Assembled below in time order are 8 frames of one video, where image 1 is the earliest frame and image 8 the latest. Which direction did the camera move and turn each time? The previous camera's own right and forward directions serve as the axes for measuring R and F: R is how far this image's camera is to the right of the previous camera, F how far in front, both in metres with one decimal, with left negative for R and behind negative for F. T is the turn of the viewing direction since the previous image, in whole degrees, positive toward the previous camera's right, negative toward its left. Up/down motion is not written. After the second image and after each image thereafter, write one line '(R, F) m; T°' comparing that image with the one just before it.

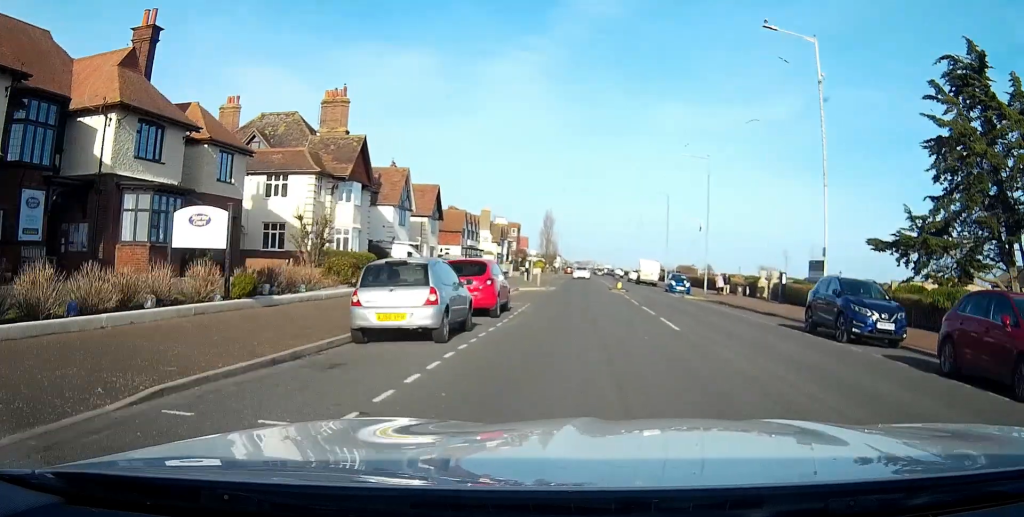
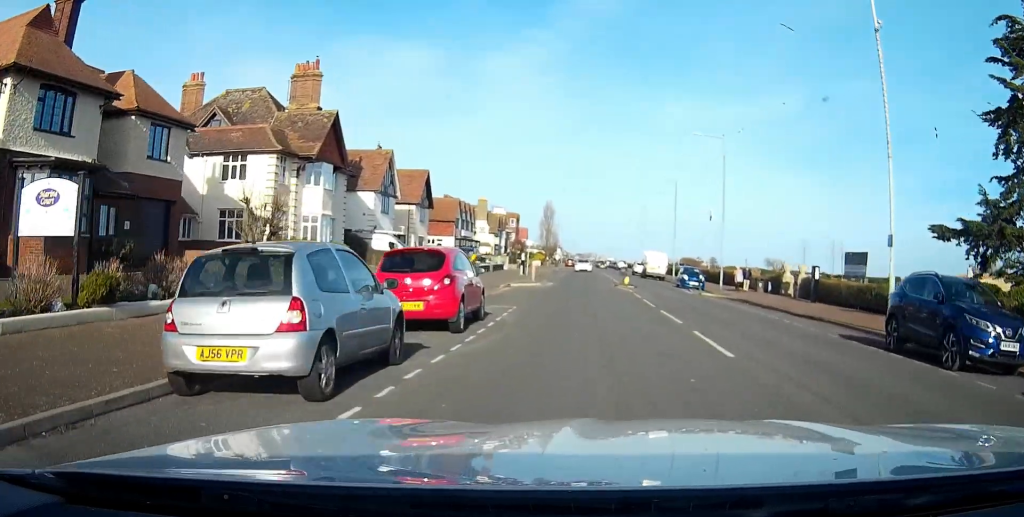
(0.0, +5.7) m; 0°
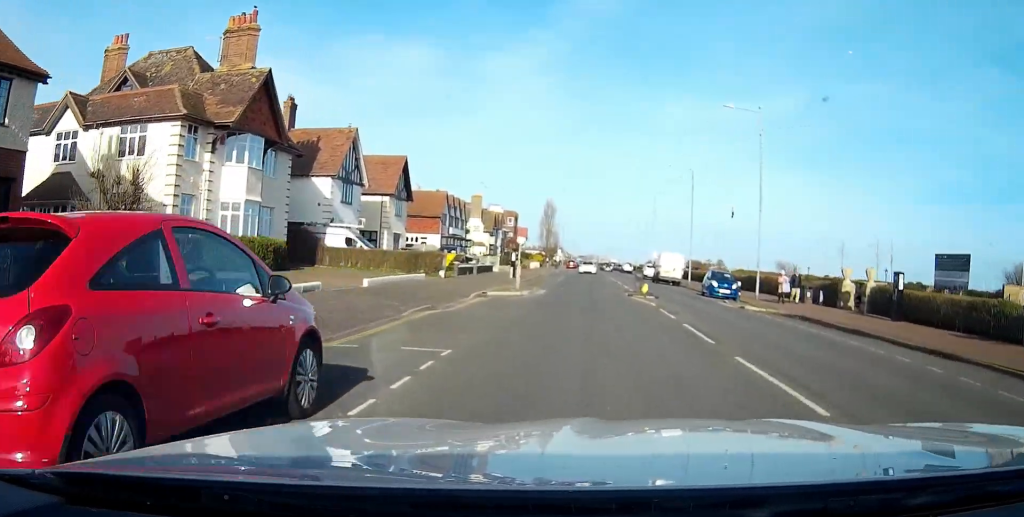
(0.0, +9.8) m; 0°
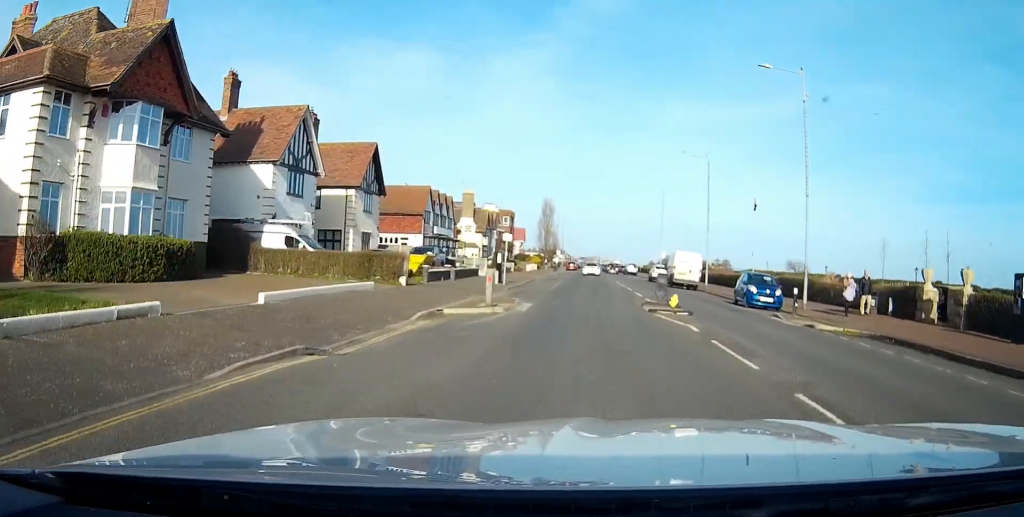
(+0.1, +8.5) m; 0°
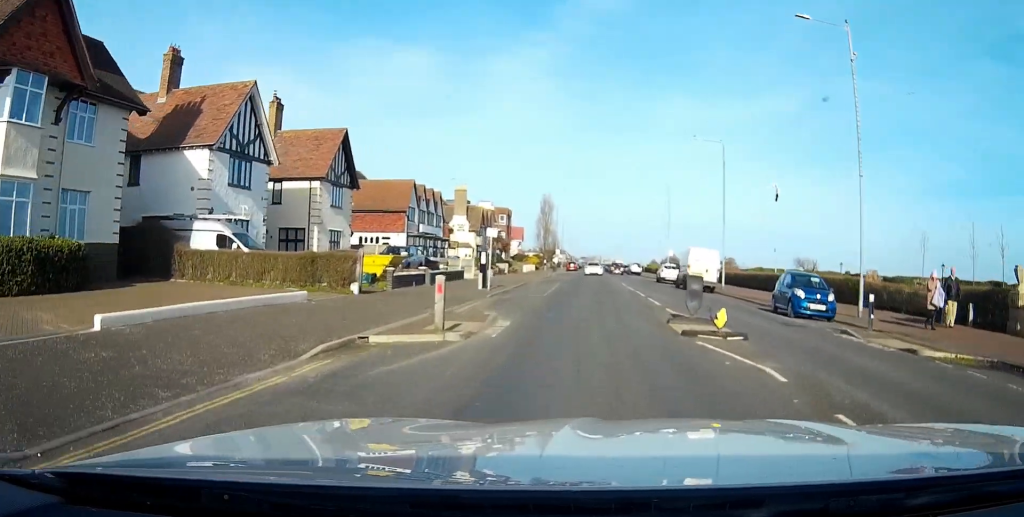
(0.0, +6.3) m; 0°
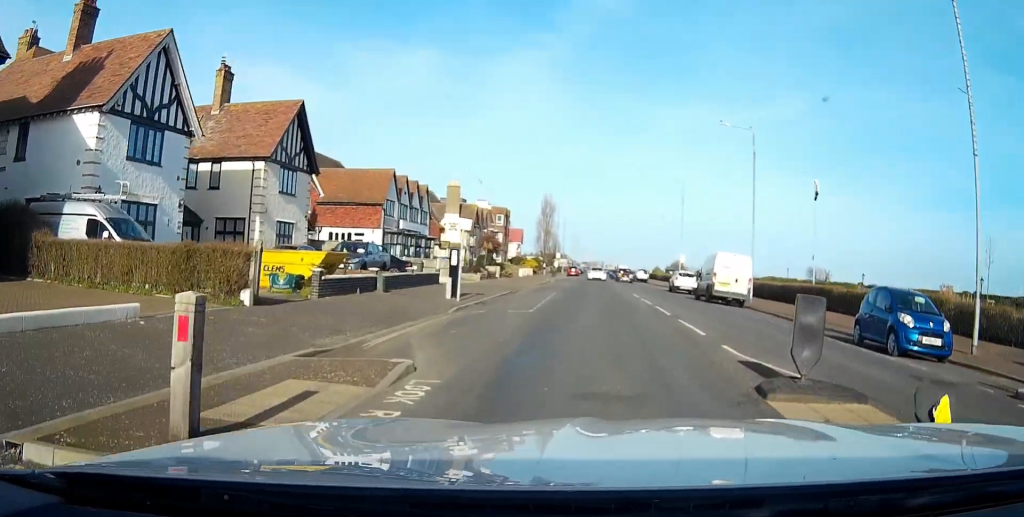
(0.0, +7.9) m; 0°
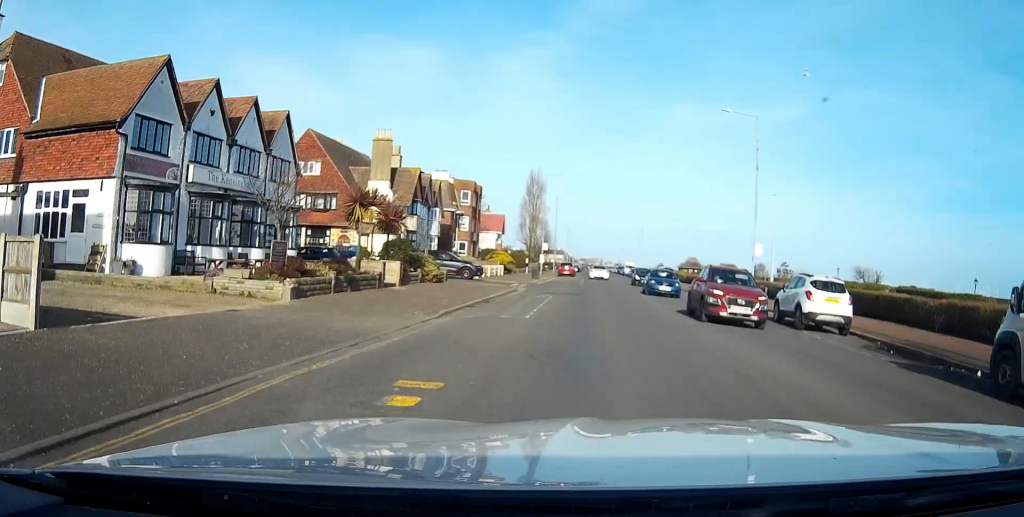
(-0.3, +30.9) m; -1°
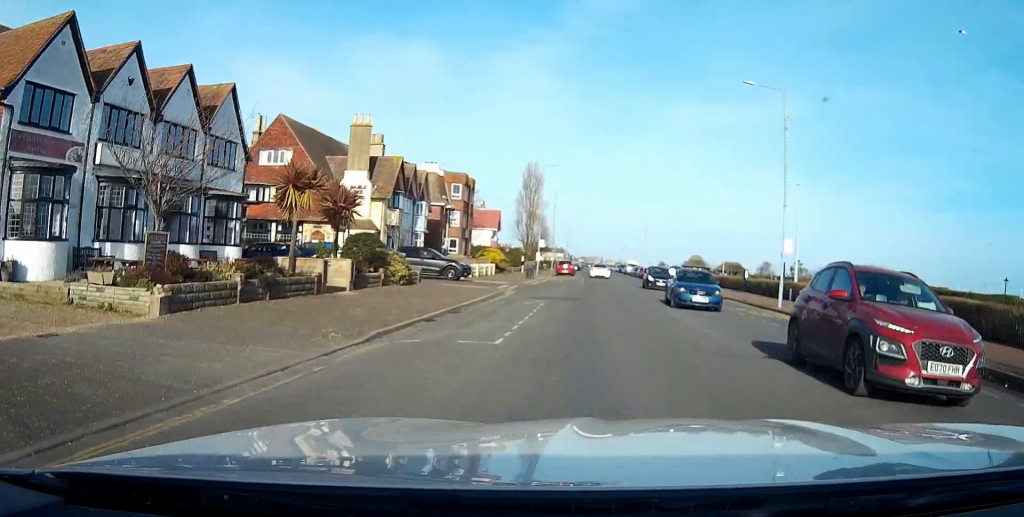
(0.0, +5.9) m; 0°
